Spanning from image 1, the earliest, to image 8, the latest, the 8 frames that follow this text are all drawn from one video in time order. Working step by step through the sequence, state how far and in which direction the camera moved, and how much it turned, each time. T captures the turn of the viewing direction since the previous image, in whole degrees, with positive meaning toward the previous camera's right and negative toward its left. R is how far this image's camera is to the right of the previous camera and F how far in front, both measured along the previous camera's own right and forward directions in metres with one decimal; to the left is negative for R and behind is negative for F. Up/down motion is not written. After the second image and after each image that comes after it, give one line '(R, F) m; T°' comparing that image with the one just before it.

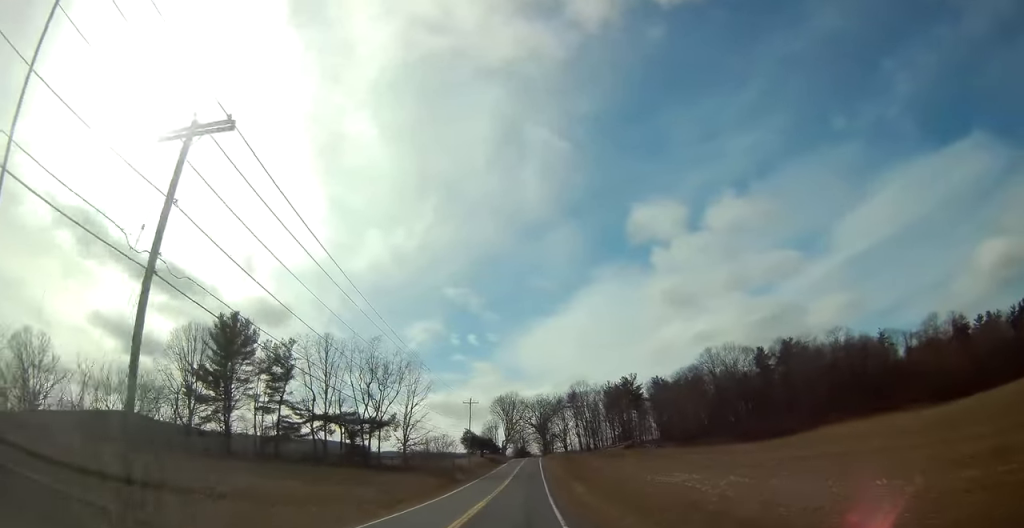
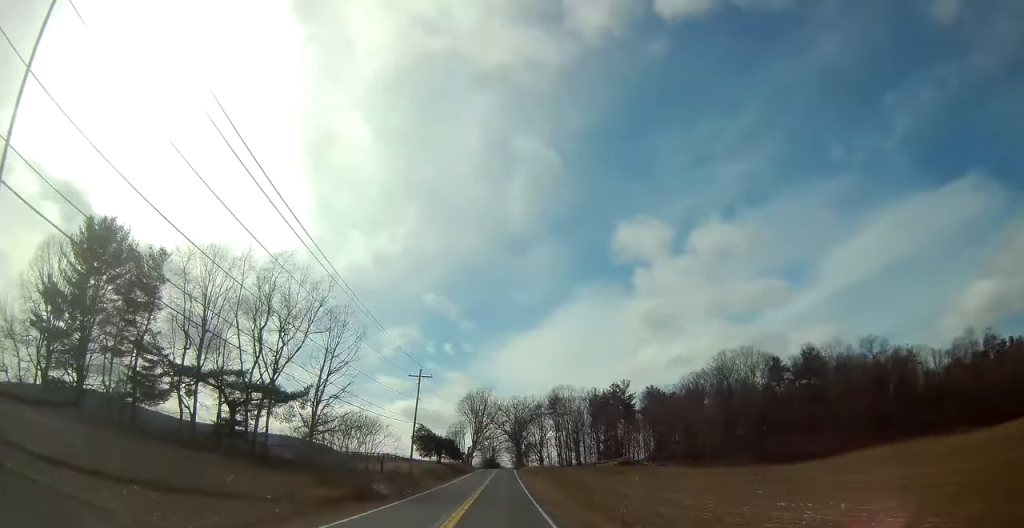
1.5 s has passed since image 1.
(+0.8, +31.4) m; +4°
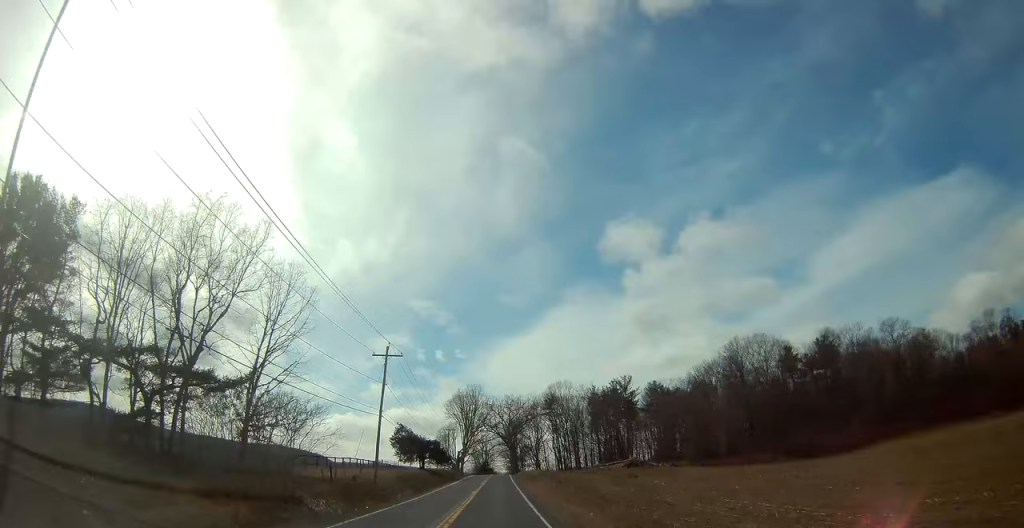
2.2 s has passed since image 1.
(+0.4, +13.5) m; +1°
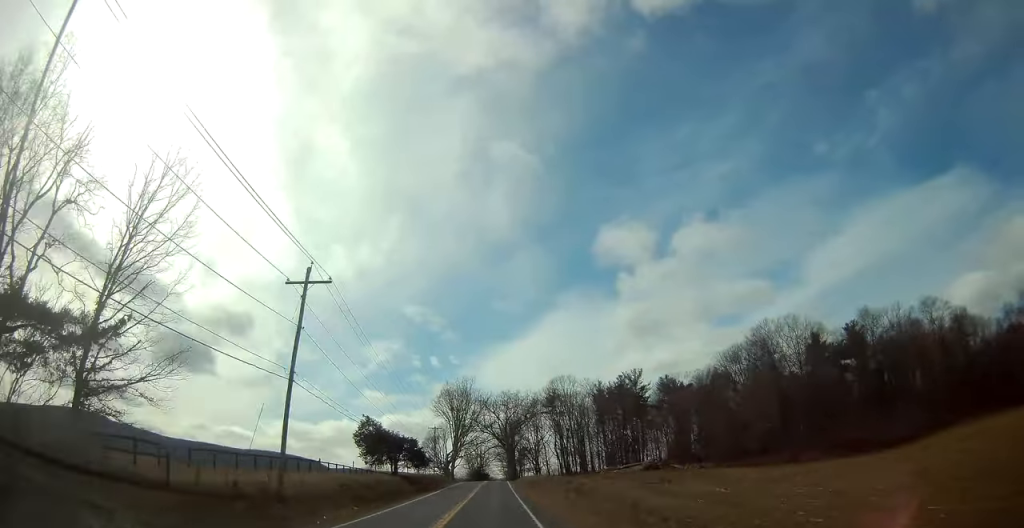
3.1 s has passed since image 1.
(+0.2, +18.7) m; 0°
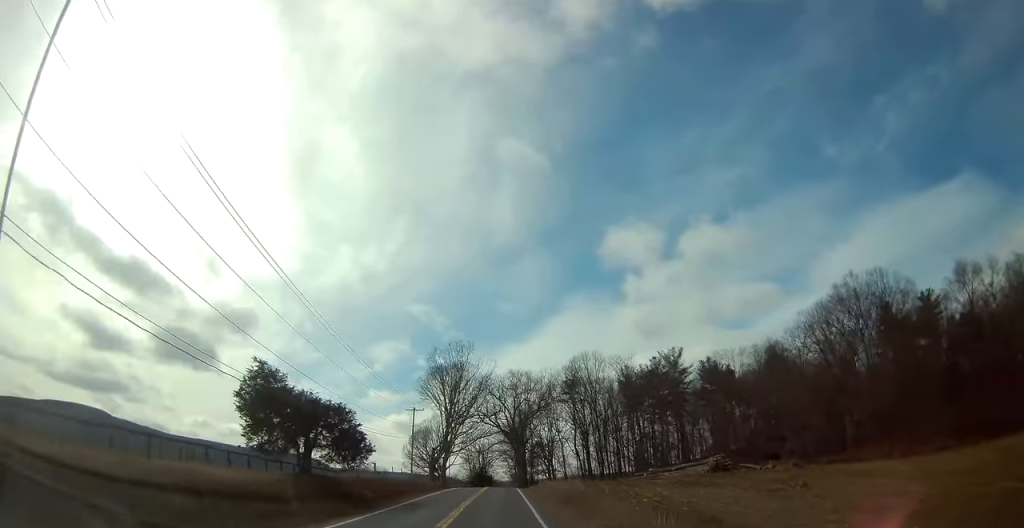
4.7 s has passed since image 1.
(+0.2, +30.9) m; +1°
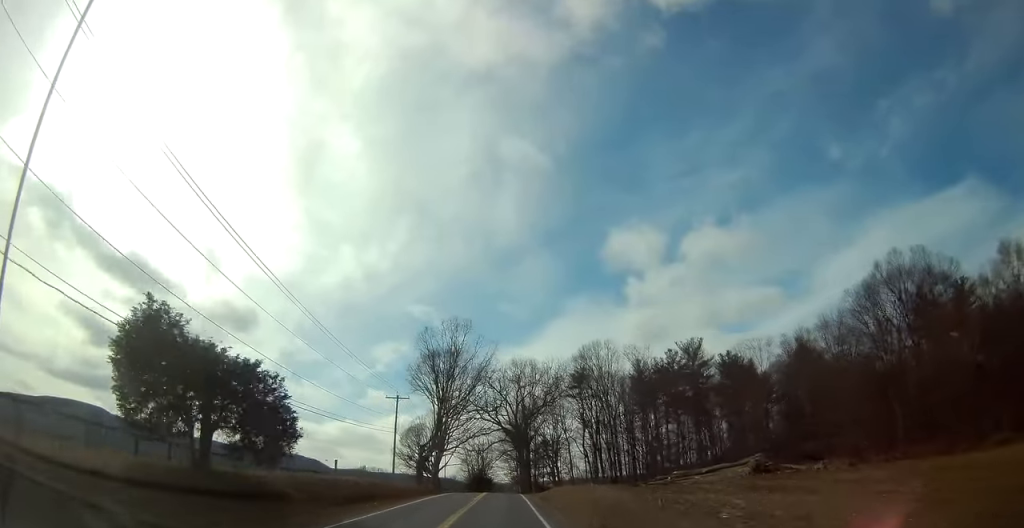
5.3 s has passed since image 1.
(0.0, +12.2) m; 0°
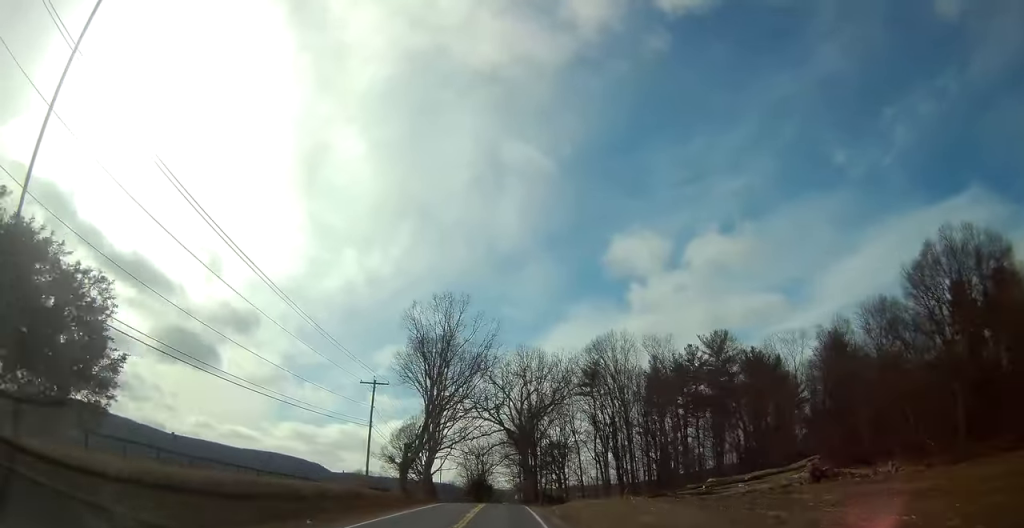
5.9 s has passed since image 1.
(0.0, +12.1) m; 0°
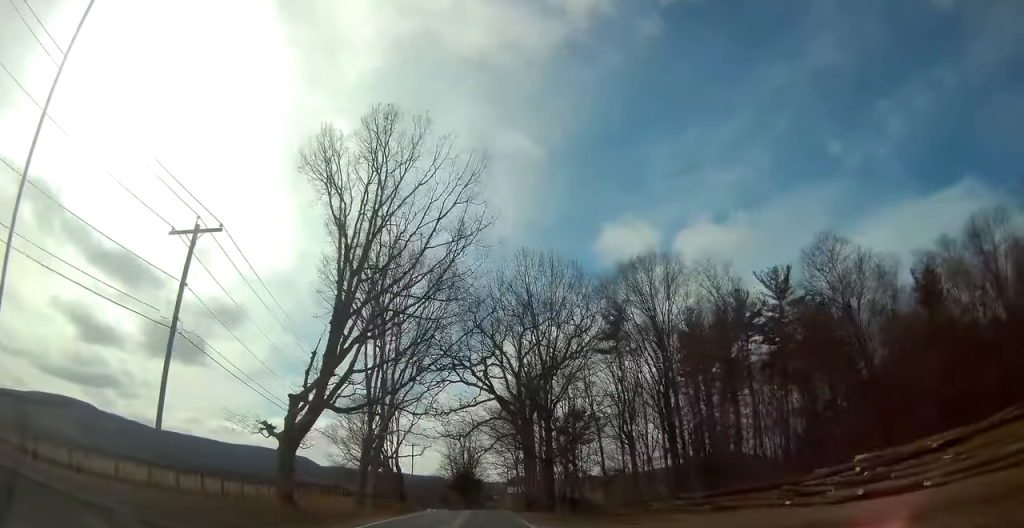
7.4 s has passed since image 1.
(0.0, +28.7) m; 0°
